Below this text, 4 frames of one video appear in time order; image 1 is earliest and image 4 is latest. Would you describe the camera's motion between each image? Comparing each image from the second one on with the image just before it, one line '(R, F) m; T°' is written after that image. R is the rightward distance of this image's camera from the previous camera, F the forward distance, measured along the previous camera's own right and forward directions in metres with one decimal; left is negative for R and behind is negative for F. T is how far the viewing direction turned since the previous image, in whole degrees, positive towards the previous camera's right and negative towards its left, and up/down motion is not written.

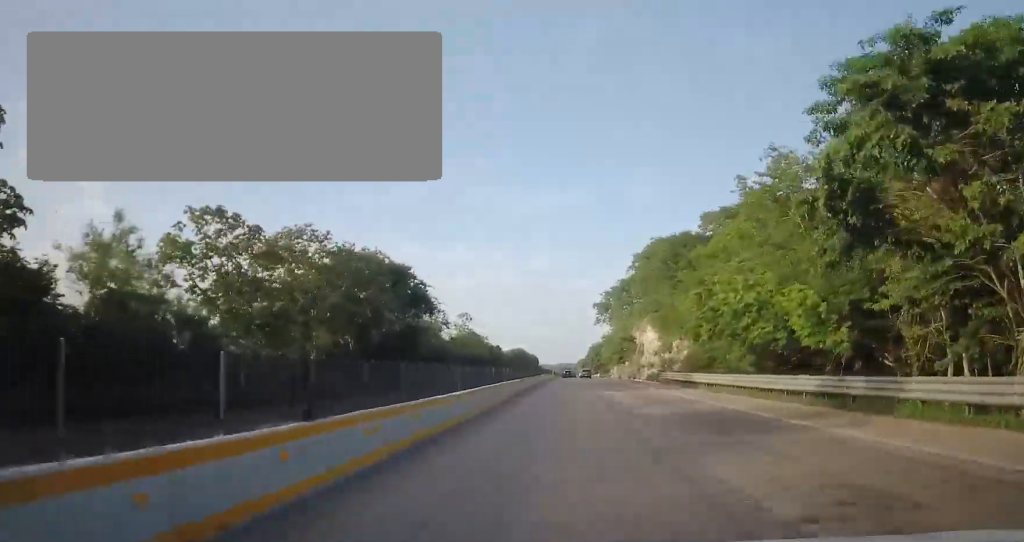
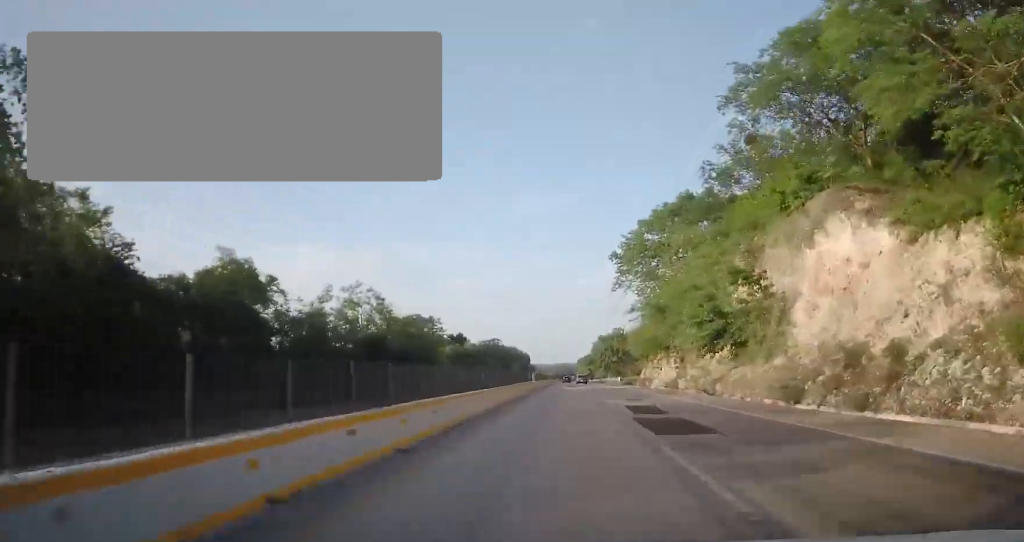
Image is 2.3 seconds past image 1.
(-1.3, +65.7) m; -2°
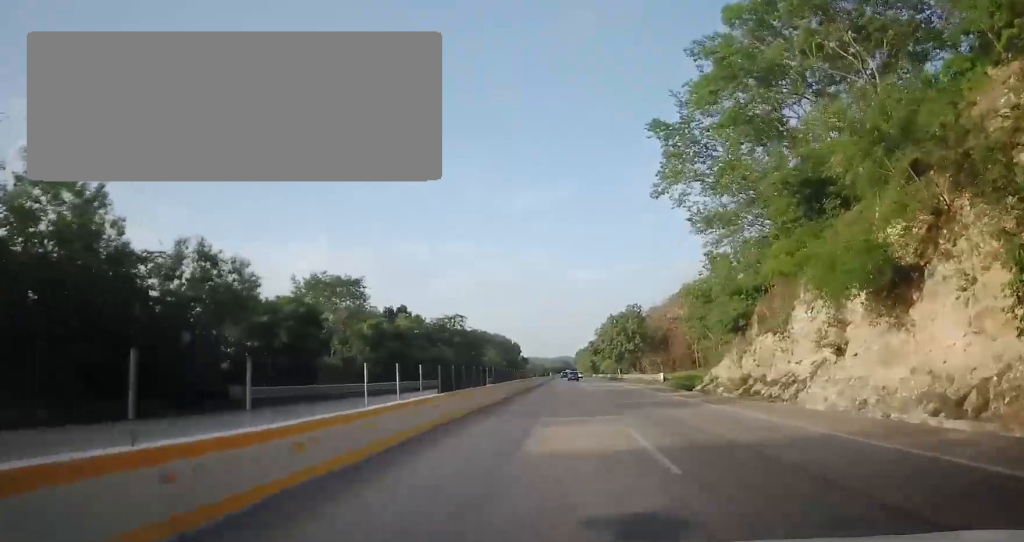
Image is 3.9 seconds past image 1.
(+1.0, +43.7) m; +1°
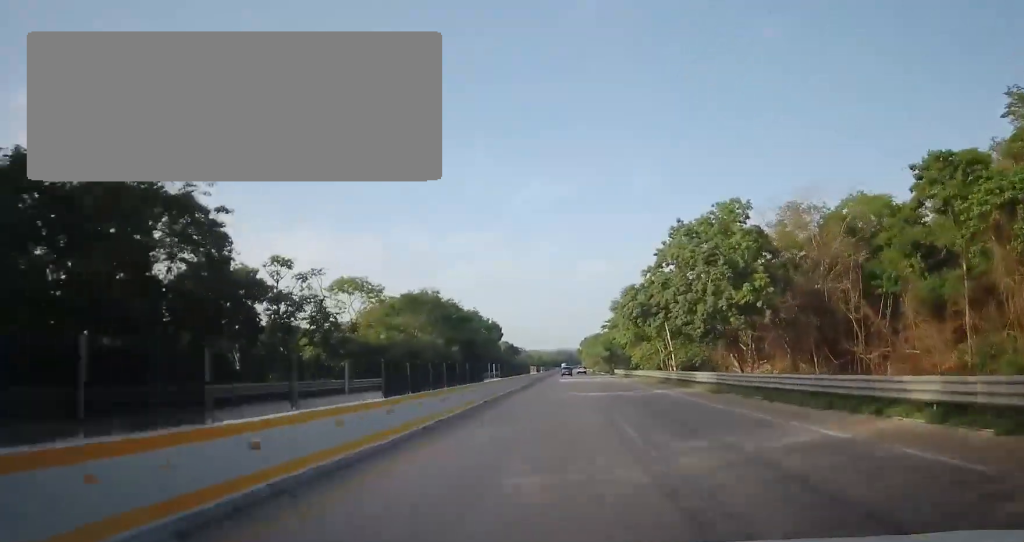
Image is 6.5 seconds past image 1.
(-1.0, +73.3) m; -1°
